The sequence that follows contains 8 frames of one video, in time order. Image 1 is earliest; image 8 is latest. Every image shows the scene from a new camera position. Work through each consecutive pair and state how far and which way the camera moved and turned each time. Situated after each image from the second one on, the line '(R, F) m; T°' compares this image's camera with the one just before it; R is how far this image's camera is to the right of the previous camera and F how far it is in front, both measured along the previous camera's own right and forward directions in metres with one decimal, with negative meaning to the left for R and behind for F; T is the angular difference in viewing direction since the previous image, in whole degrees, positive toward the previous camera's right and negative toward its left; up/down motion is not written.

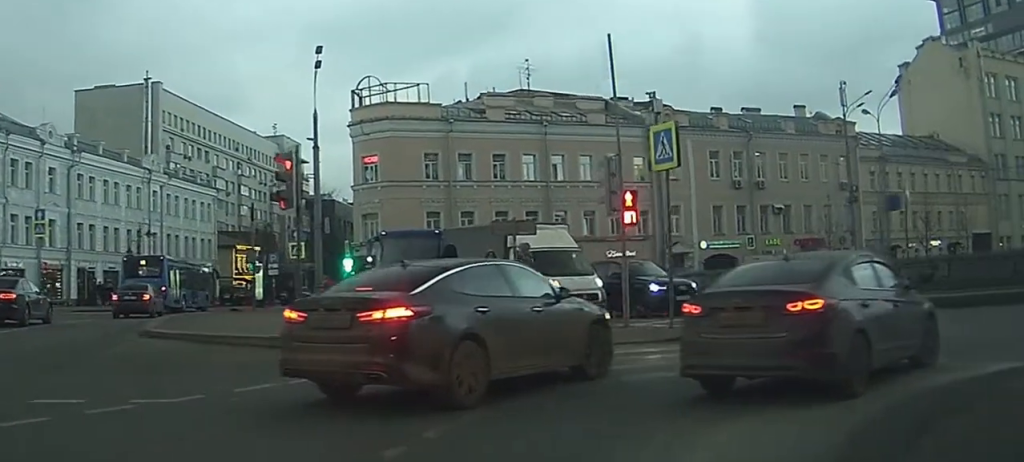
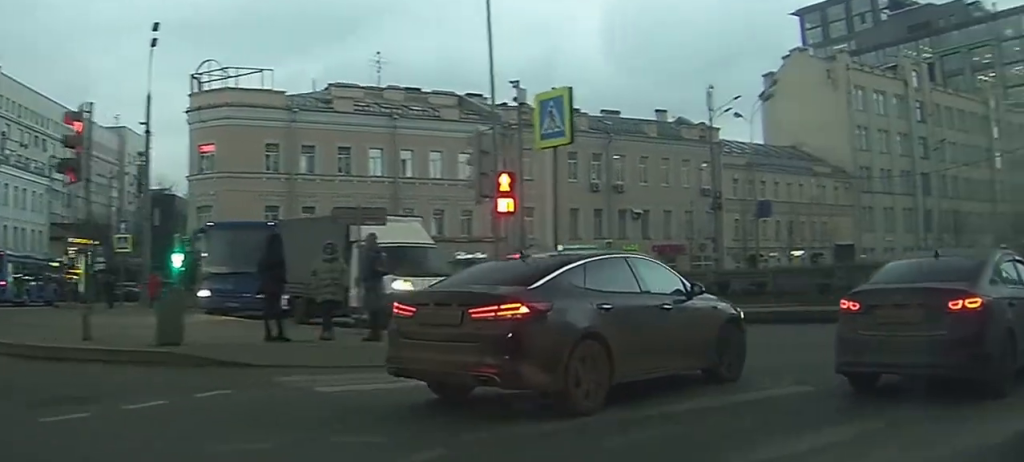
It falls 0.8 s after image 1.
(+0.2, +4.2) m; +9°
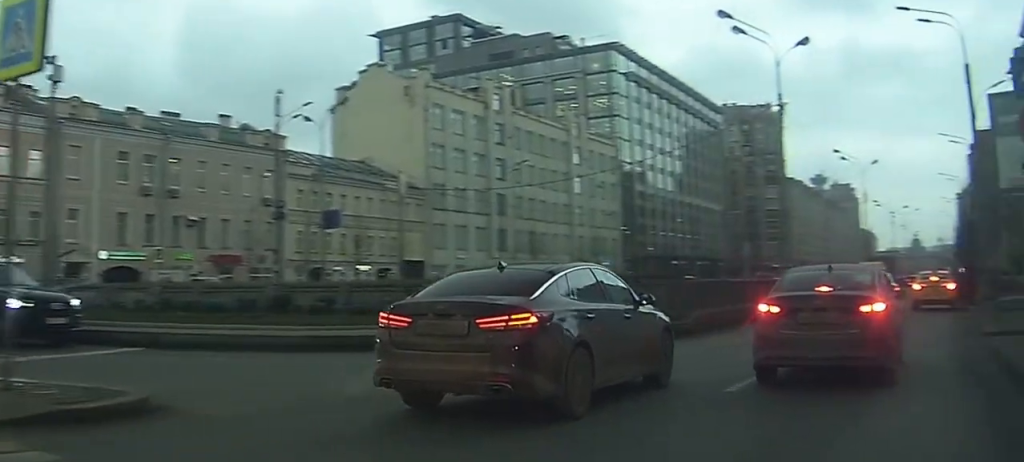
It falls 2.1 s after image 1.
(+1.1, +6.1) m; +24°
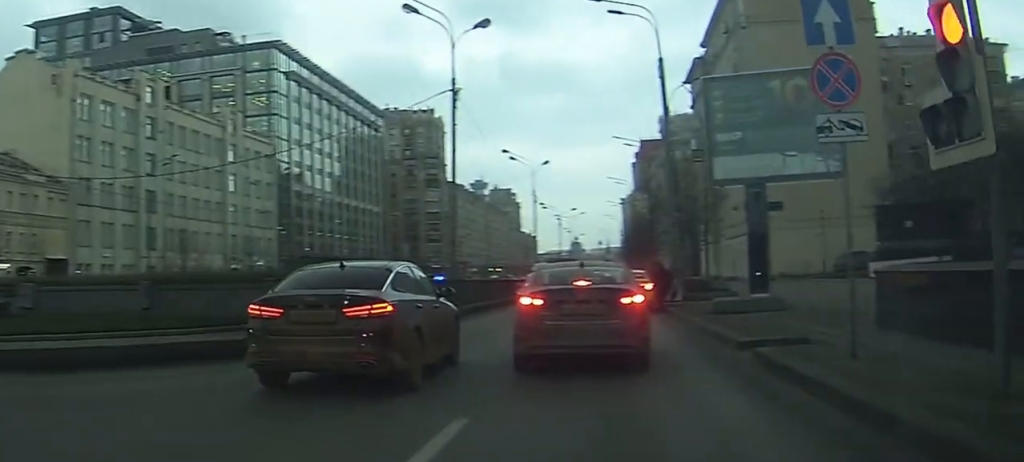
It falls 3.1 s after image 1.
(+0.9, +4.8) m; +23°
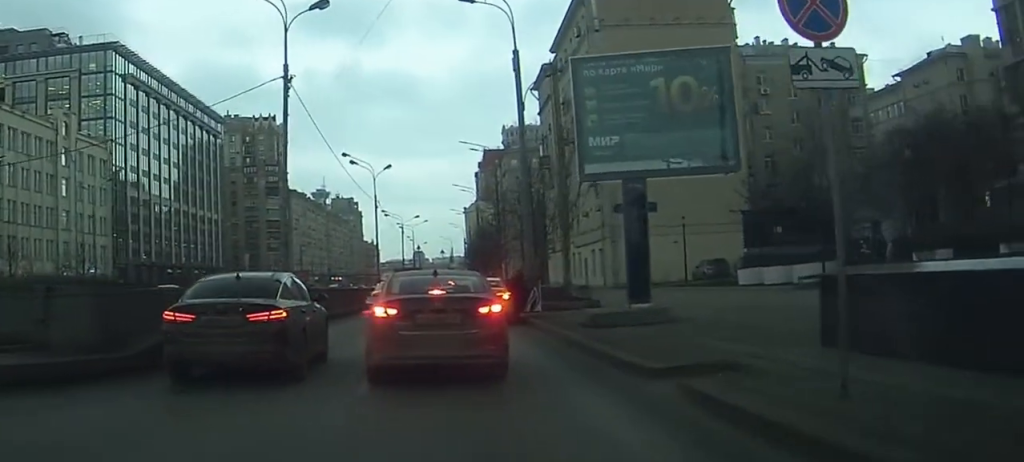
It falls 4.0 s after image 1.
(+0.8, +4.1) m; +14°
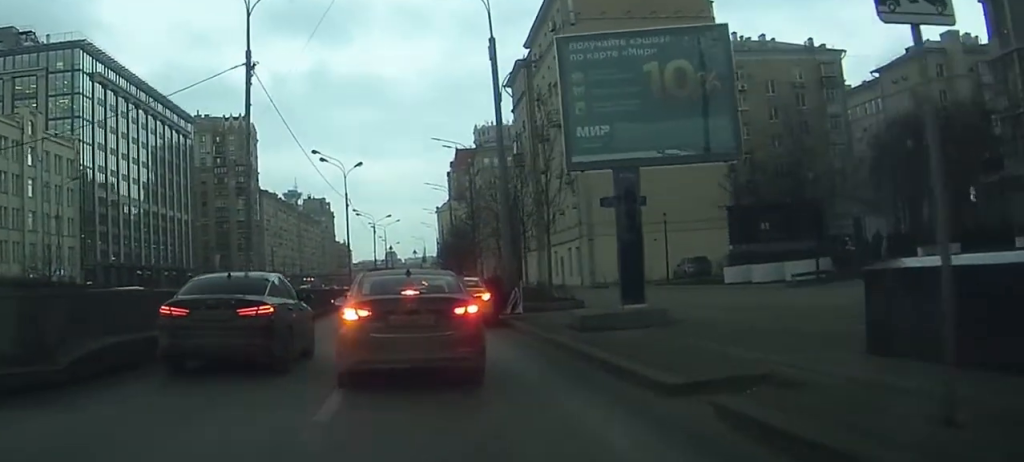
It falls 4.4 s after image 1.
(+0.2, +2.1) m; +5°
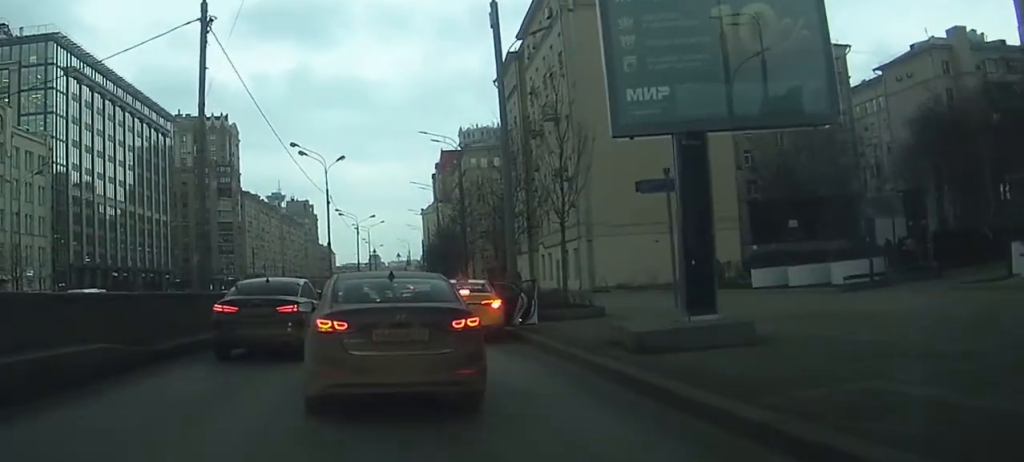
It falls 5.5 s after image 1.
(+0.1, +5.6) m; -2°
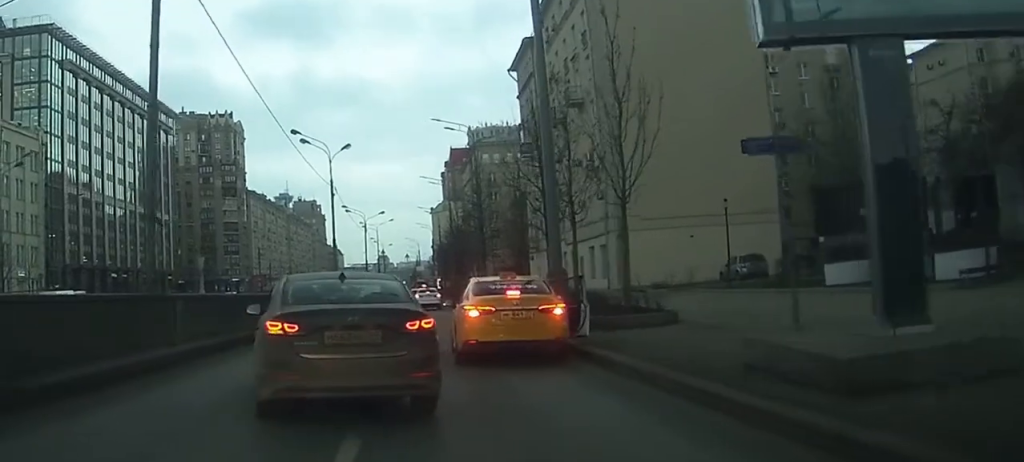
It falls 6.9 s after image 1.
(-0.4, +6.6) m; -4°
